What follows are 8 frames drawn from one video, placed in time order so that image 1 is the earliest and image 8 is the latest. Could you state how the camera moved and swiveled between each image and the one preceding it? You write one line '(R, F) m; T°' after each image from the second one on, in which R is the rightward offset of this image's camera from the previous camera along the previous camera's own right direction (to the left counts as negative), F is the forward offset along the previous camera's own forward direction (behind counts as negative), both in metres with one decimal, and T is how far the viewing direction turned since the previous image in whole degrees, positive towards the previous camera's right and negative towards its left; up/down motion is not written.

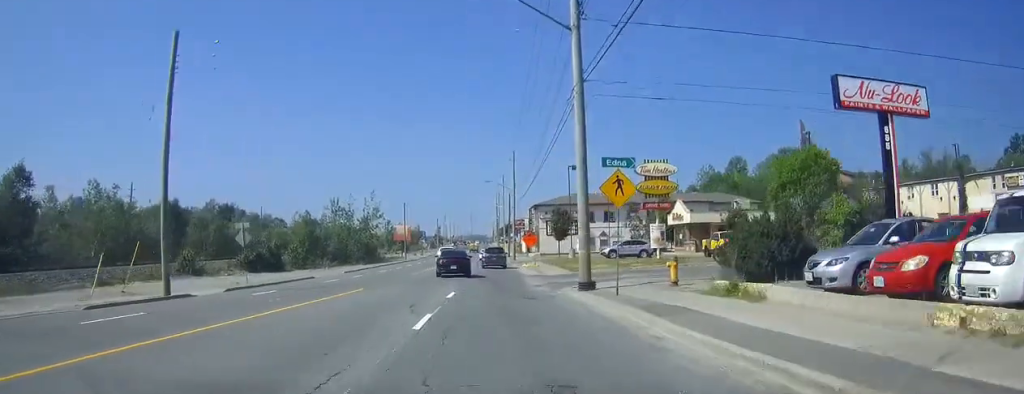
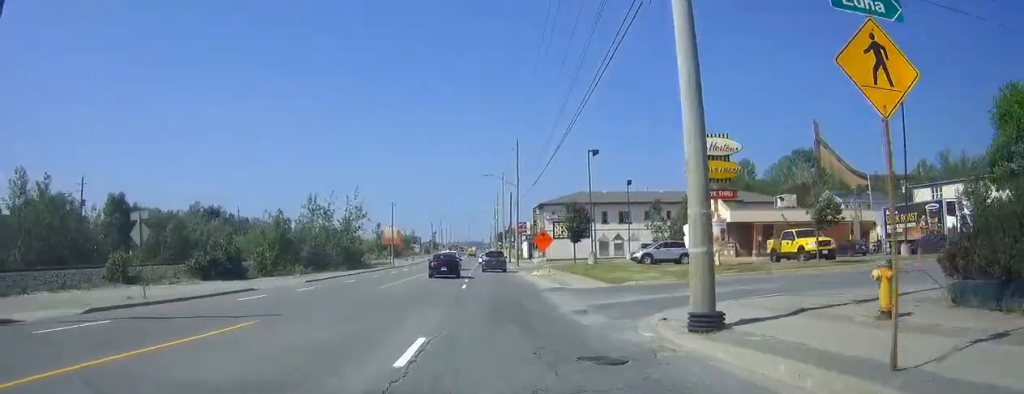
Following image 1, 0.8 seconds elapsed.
(-0.1, +12.3) m; 0°
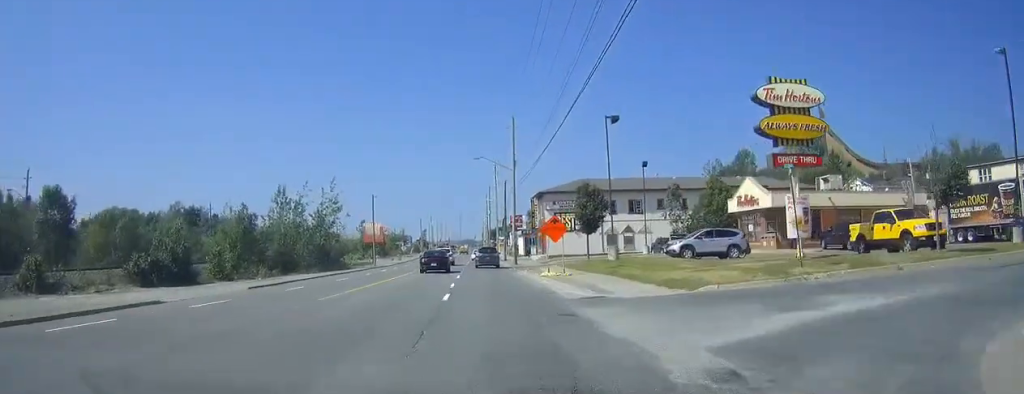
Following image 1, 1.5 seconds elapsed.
(+0.1, +10.4) m; 0°
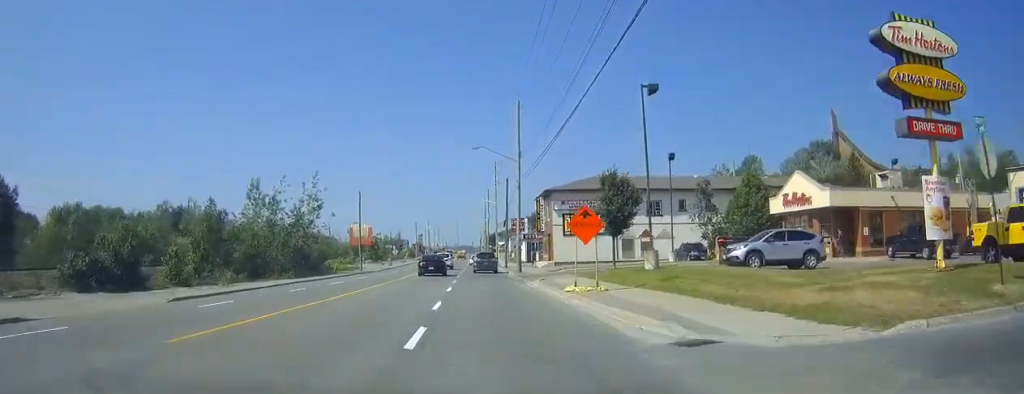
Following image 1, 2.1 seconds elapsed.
(0.0, +9.0) m; 0°
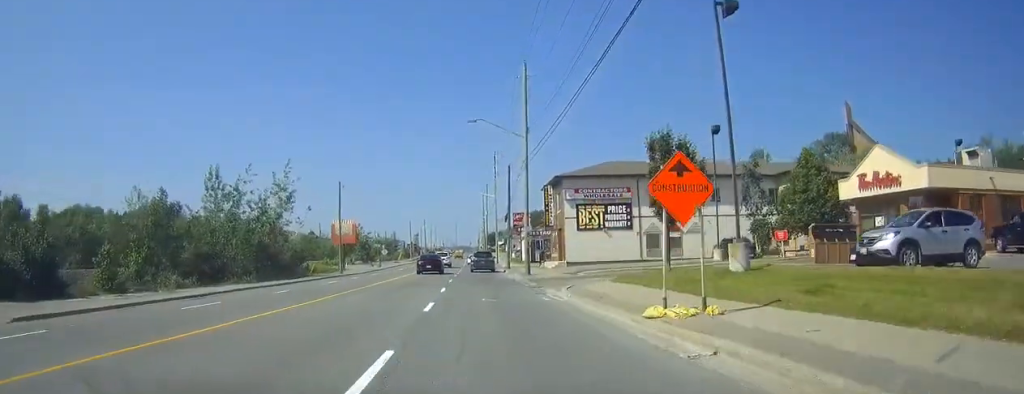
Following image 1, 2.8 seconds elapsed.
(0.0, +10.6) m; 0°
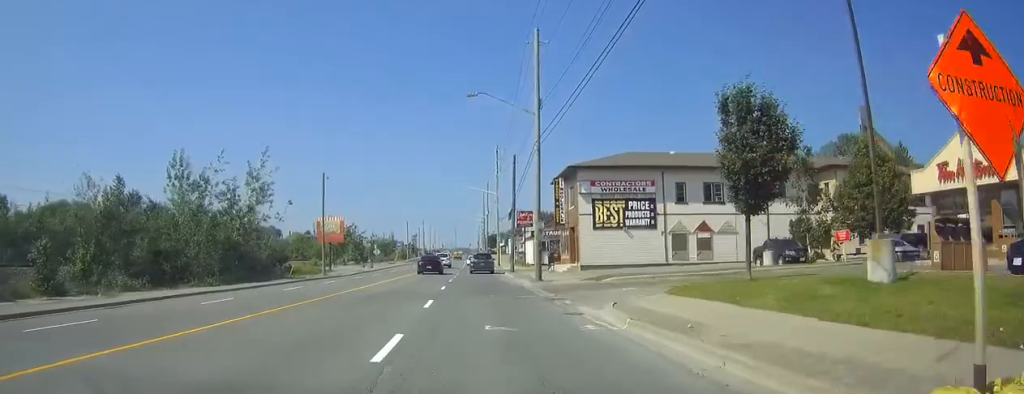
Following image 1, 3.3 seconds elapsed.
(+0.1, +7.6) m; 0°
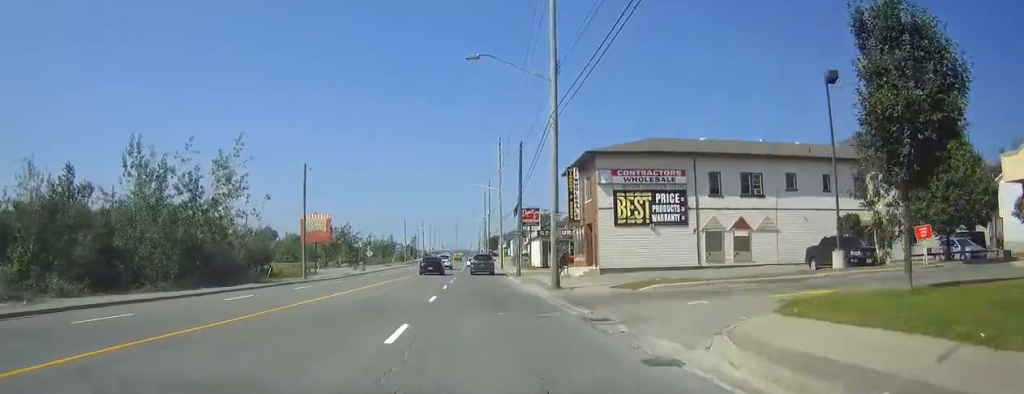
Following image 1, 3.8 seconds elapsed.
(0.0, +7.2) m; 0°
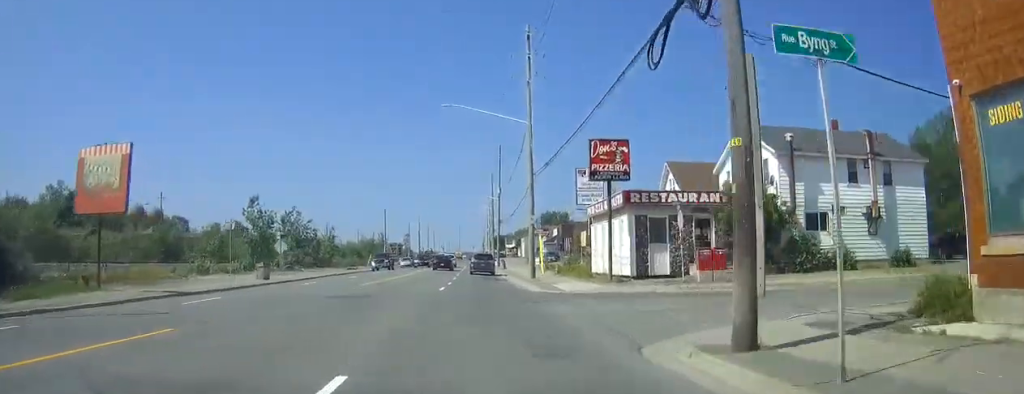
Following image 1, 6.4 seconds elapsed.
(+0.1, +41.4) m; 0°
